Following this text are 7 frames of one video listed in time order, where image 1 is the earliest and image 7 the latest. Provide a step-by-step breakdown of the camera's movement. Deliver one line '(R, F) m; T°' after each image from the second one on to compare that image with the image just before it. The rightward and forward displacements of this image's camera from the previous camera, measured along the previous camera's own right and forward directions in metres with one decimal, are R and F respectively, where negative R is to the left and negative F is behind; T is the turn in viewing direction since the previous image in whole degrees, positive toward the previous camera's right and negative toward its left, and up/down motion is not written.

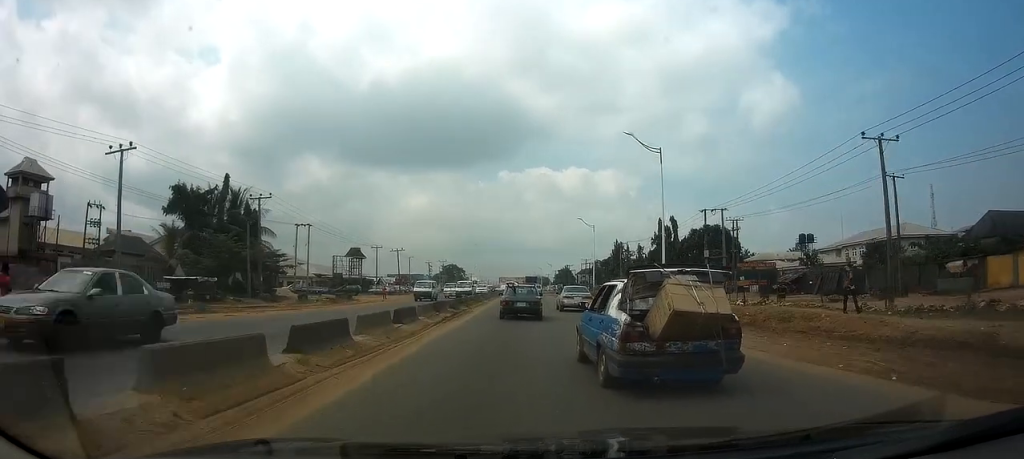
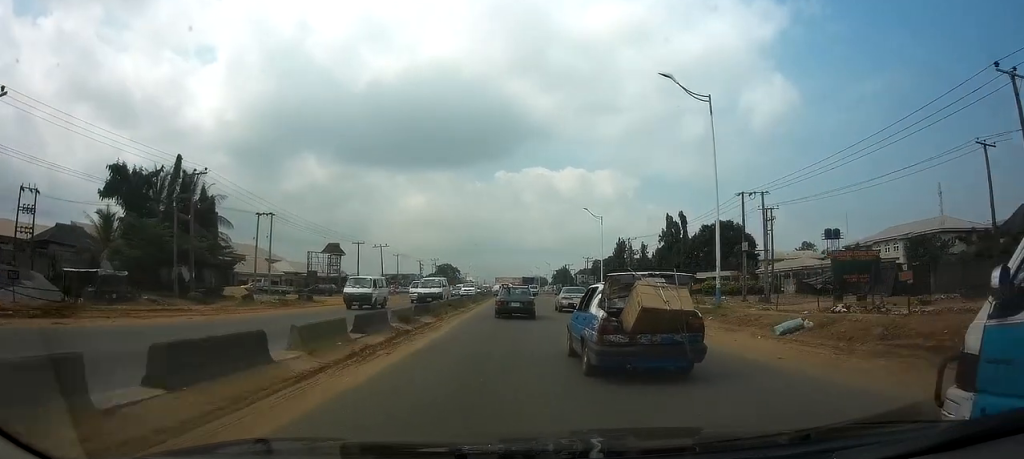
(+0.2, +10.3) m; 0°
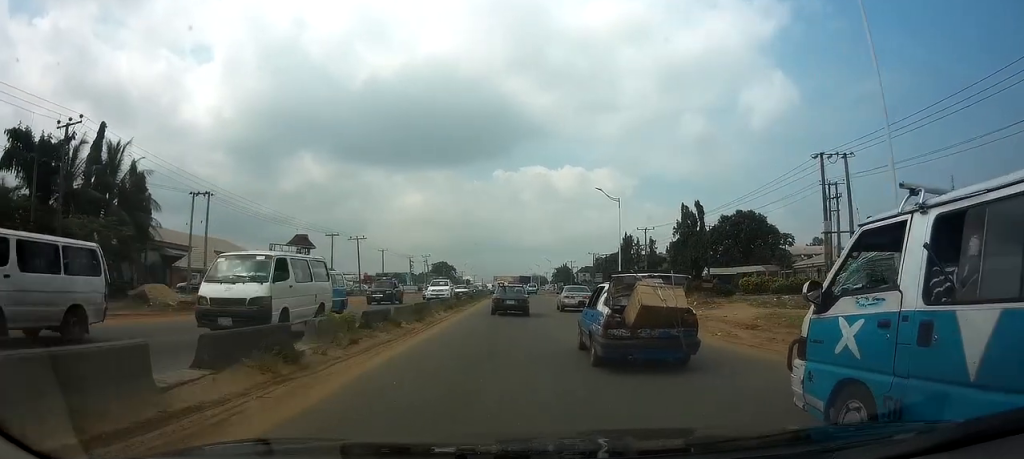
(-0.1, +13.5) m; 0°
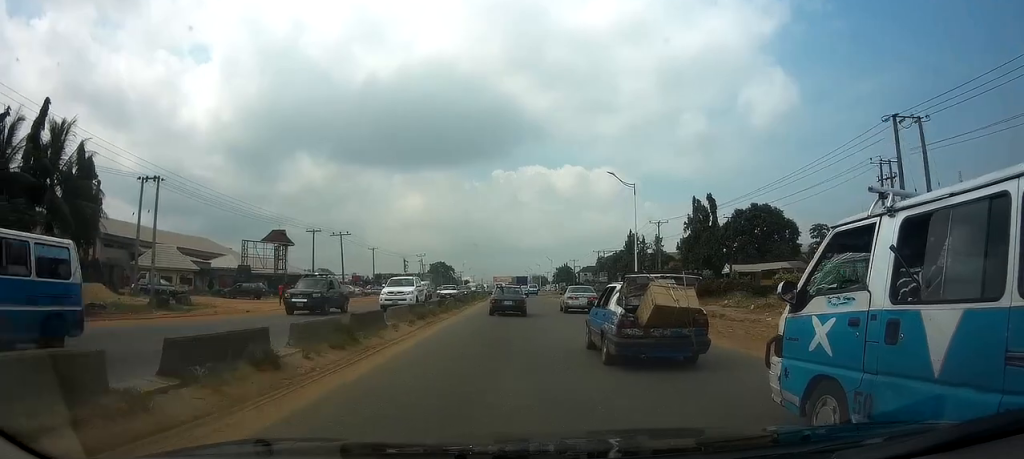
(0.0, +7.9) m; 0°
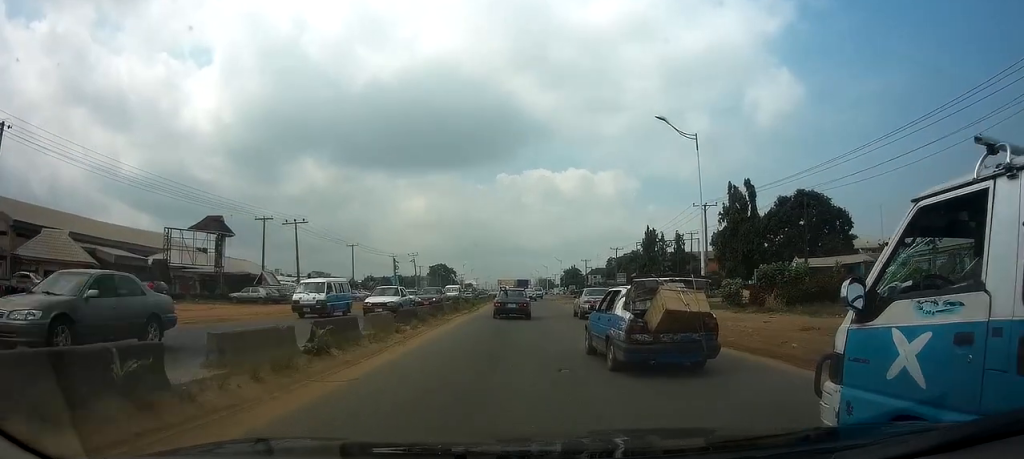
(0.0, +17.0) m; 0°
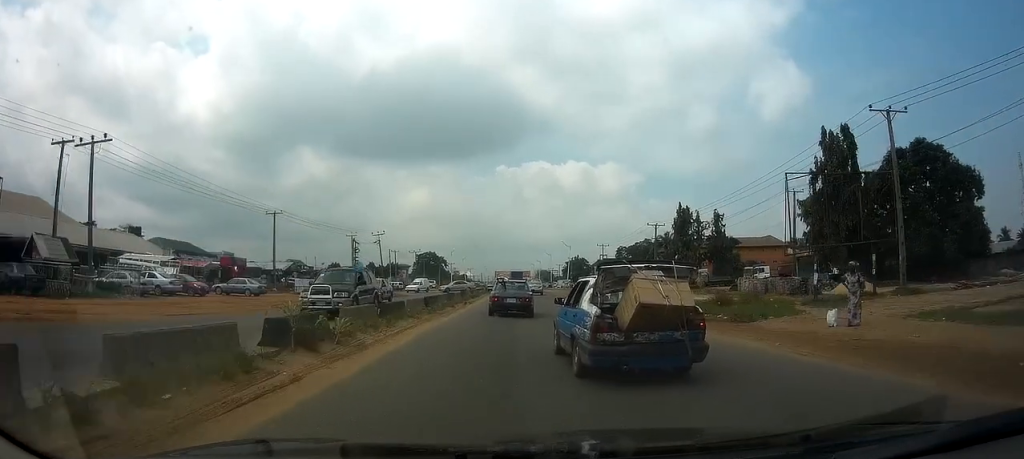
(-0.2, +30.7) m; 0°
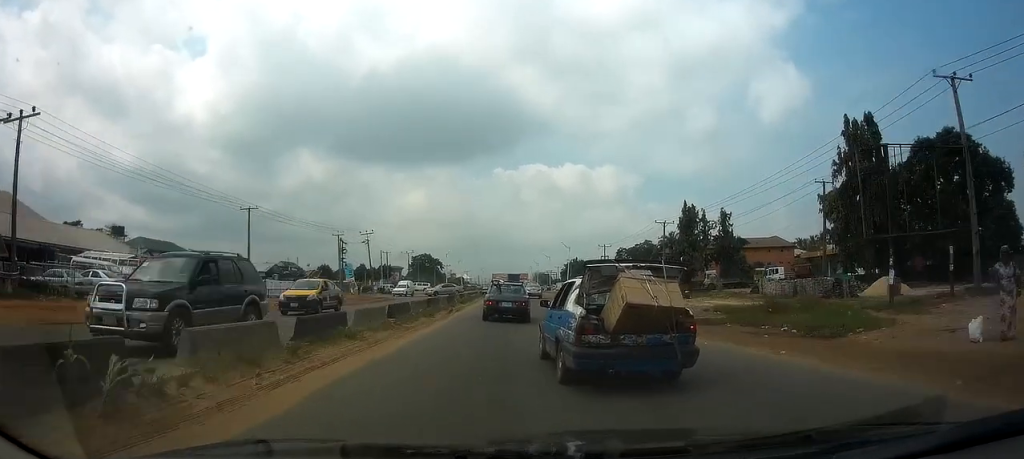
(0.0, +5.7) m; 0°
